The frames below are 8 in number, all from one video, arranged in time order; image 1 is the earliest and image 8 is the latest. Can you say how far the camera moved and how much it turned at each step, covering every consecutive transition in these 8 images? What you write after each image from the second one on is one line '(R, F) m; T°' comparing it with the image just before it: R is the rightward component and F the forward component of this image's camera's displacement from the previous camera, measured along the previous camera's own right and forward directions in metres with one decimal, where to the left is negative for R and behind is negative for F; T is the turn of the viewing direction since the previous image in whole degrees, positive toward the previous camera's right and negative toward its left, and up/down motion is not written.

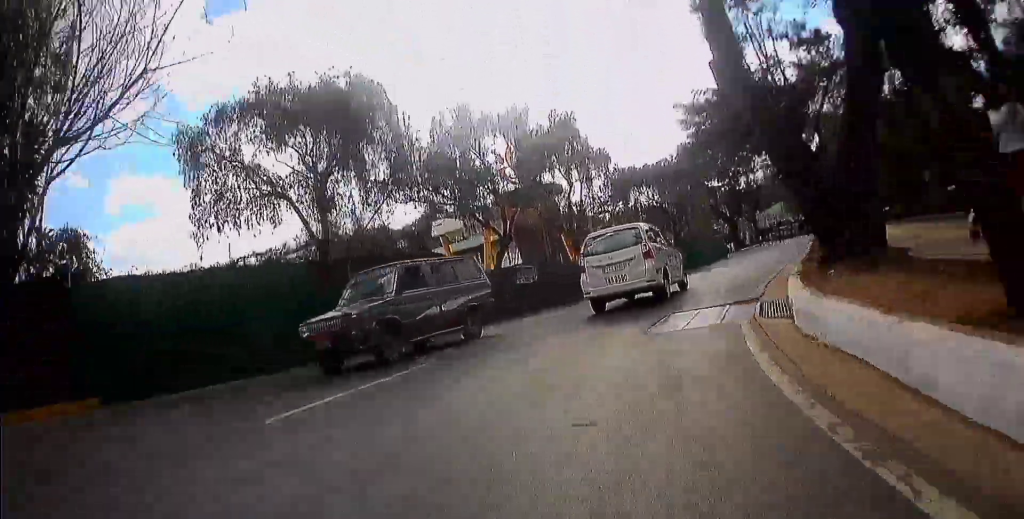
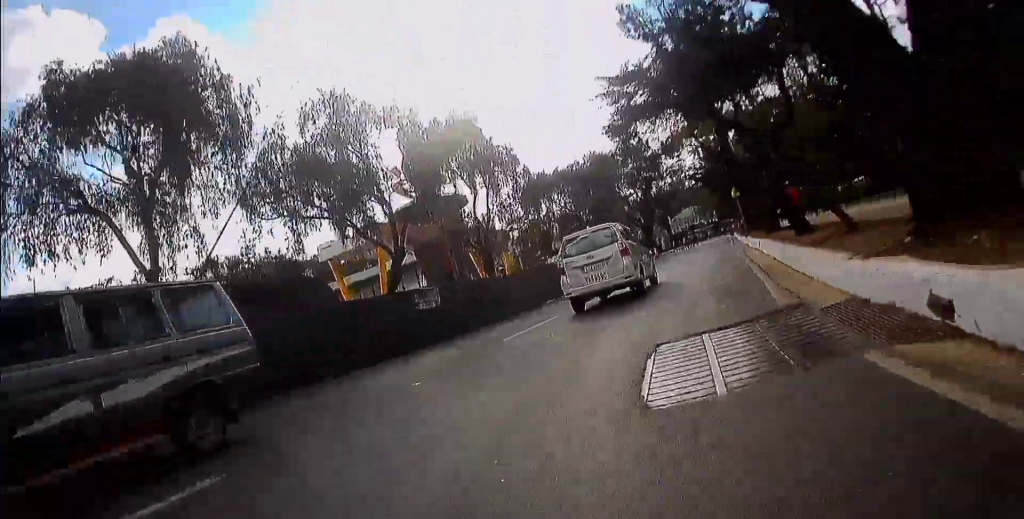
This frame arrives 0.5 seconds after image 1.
(+0.2, +3.4) m; +6°
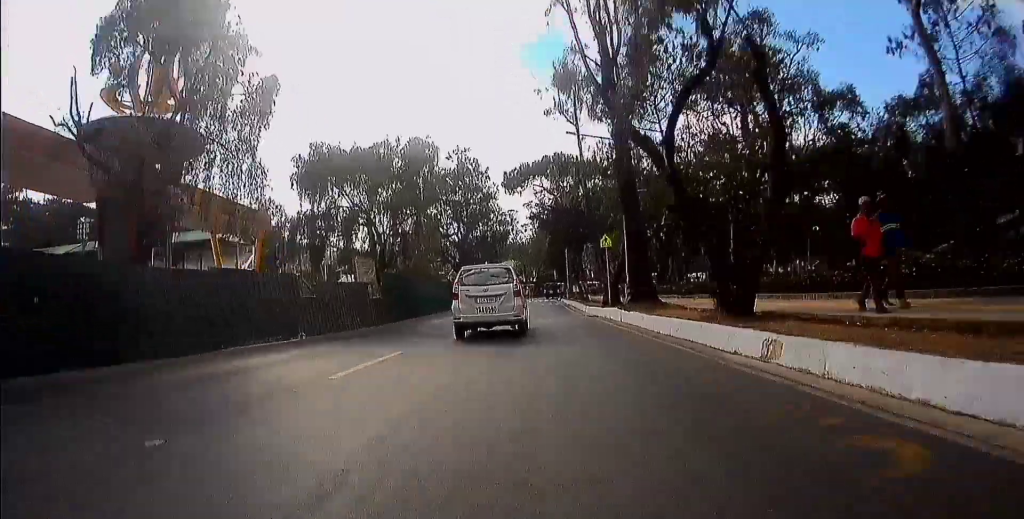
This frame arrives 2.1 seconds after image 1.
(+1.9, +10.9) m; +22°
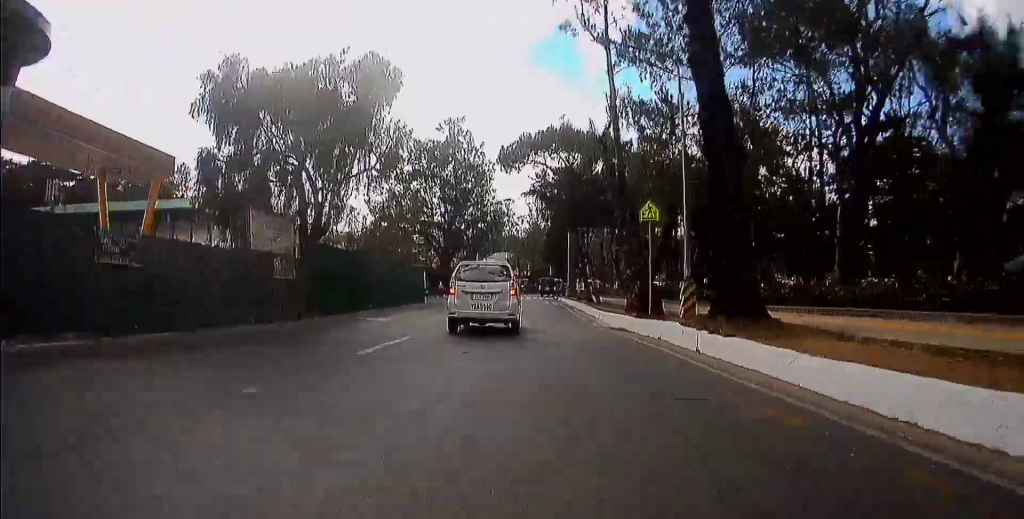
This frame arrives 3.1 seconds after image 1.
(+0.8, +8.1) m; +7°
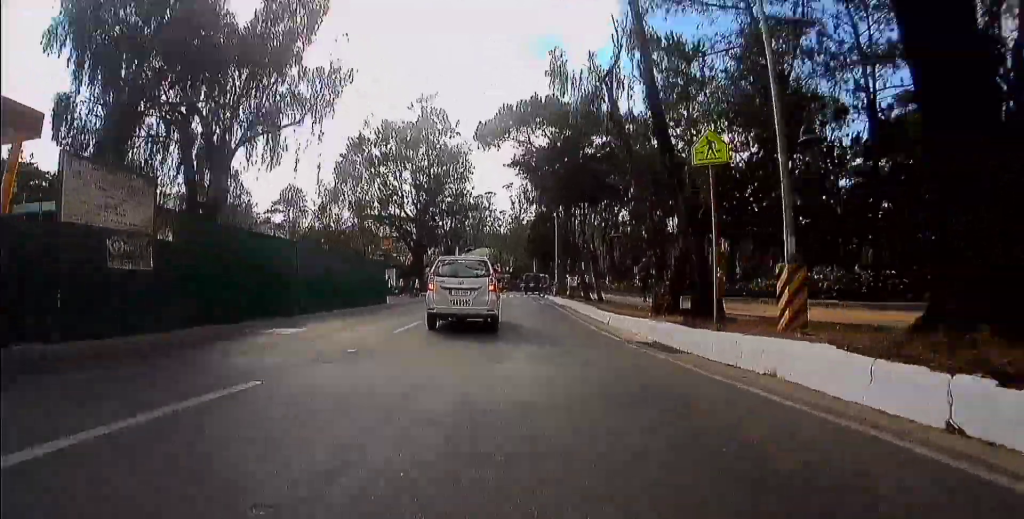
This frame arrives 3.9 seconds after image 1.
(+0.2, +5.3) m; +1°
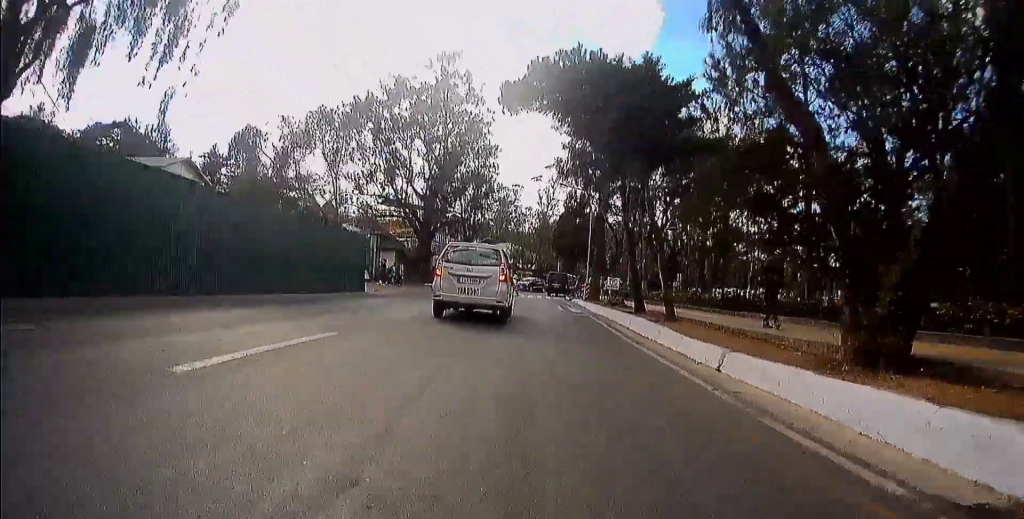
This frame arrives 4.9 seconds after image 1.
(-0.1, +7.2) m; -2°
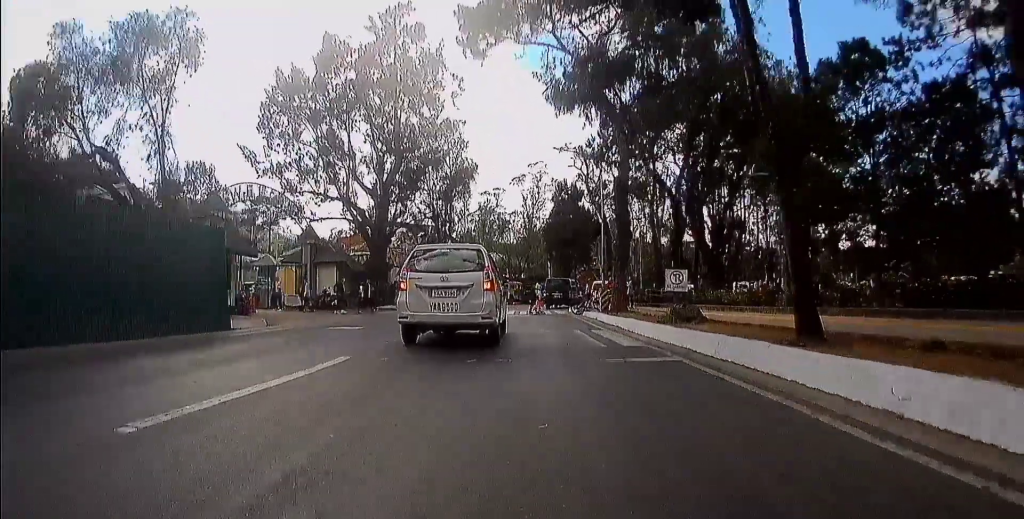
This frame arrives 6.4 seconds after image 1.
(-0.3, +8.9) m; -3°
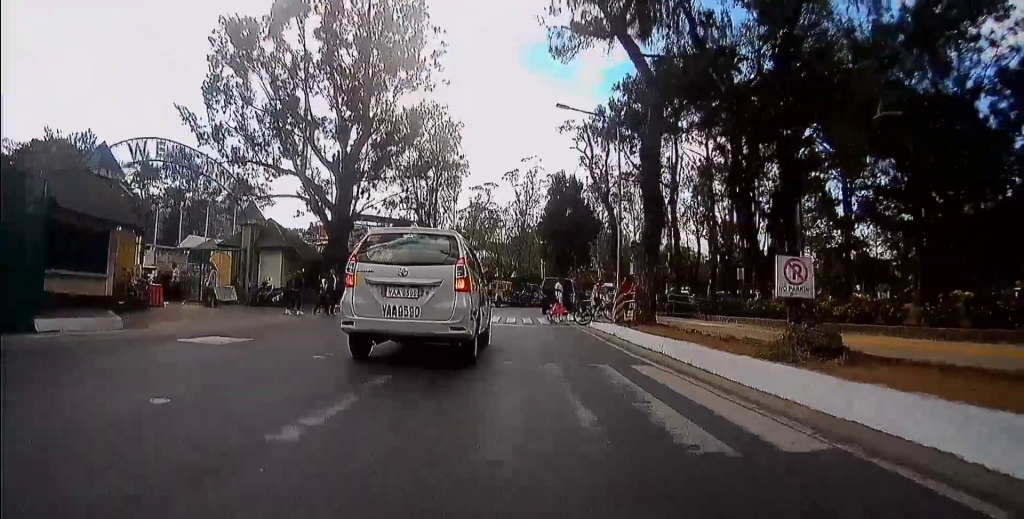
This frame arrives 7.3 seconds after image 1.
(0.0, +5.0) m; -2°
